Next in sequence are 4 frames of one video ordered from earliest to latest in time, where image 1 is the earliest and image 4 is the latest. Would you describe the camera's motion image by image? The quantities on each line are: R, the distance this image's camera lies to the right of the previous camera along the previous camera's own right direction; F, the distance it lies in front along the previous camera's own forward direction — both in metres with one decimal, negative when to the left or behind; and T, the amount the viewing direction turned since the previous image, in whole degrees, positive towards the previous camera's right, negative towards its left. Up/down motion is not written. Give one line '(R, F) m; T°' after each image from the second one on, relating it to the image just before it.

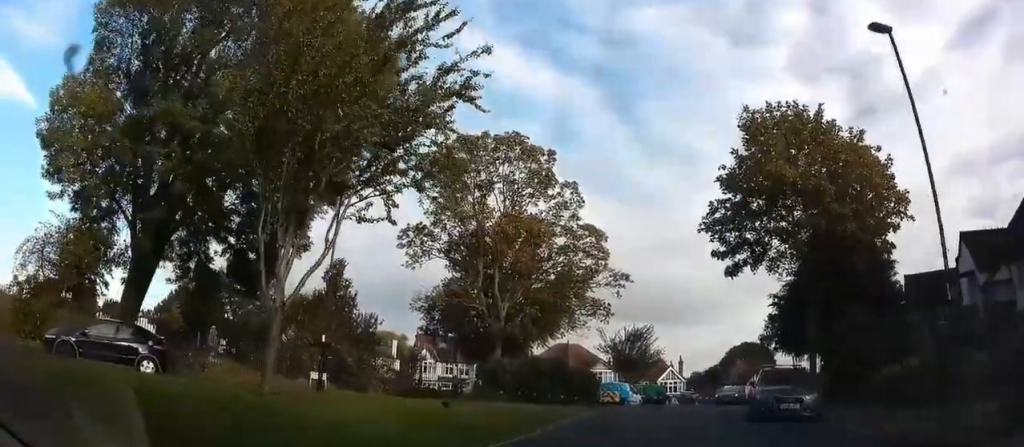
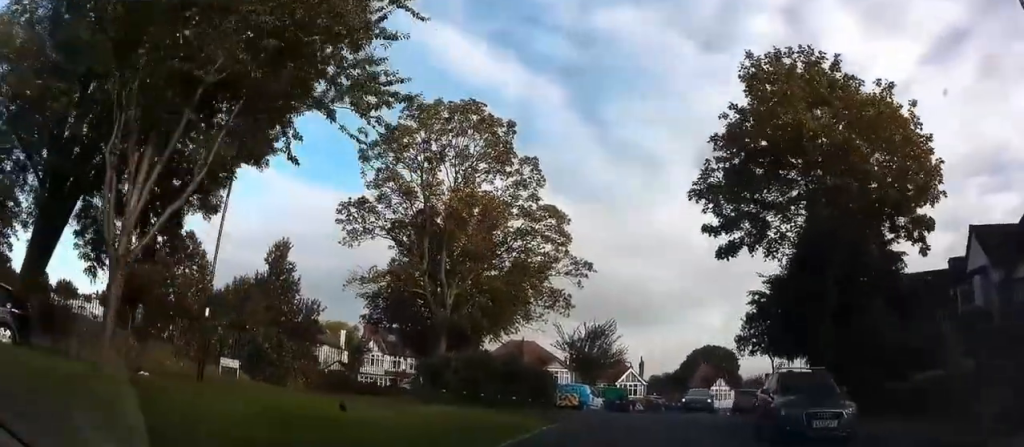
(+0.1, +4.2) m; +4°
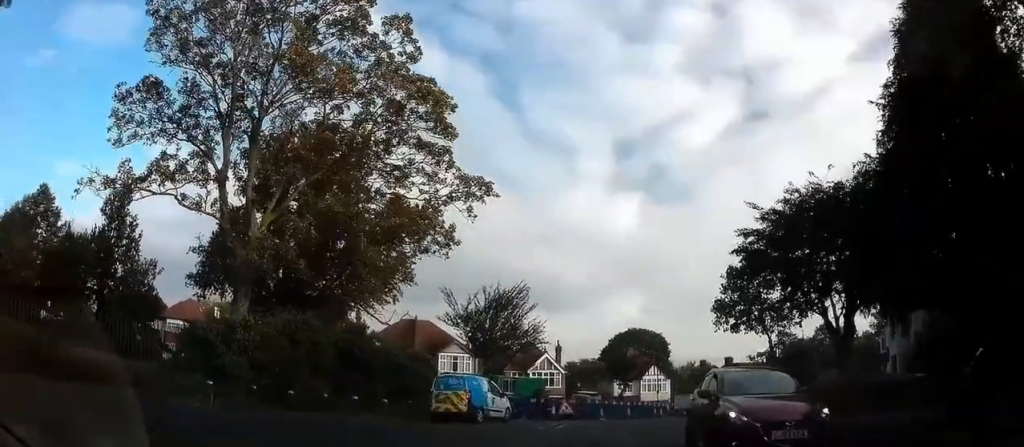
(+1.5, +14.2) m; +11°
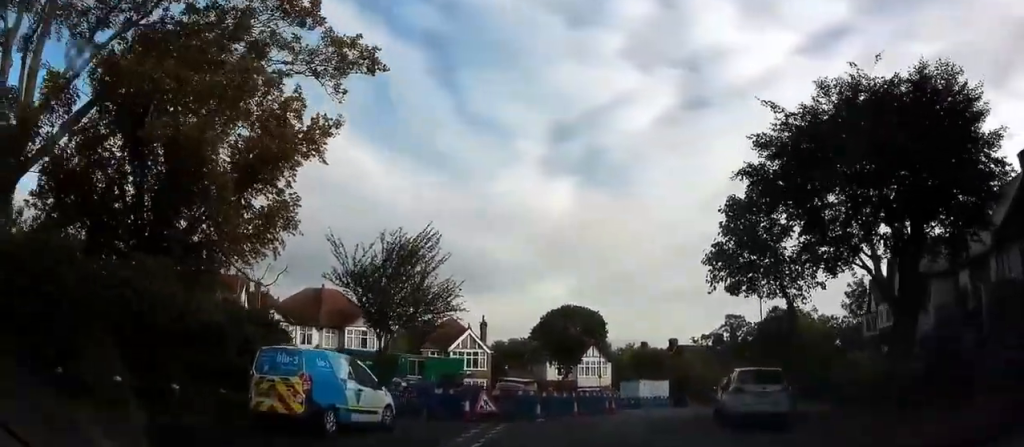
(+0.8, +8.9) m; +9°
